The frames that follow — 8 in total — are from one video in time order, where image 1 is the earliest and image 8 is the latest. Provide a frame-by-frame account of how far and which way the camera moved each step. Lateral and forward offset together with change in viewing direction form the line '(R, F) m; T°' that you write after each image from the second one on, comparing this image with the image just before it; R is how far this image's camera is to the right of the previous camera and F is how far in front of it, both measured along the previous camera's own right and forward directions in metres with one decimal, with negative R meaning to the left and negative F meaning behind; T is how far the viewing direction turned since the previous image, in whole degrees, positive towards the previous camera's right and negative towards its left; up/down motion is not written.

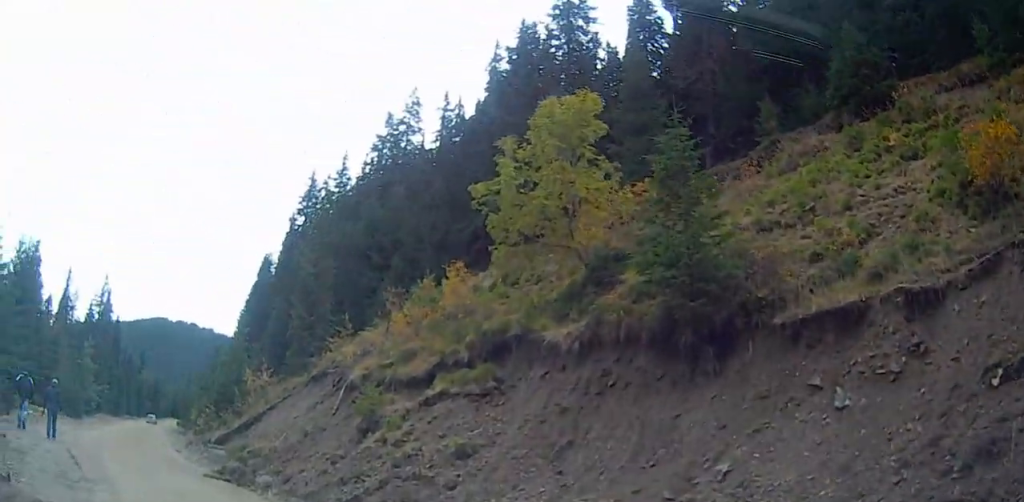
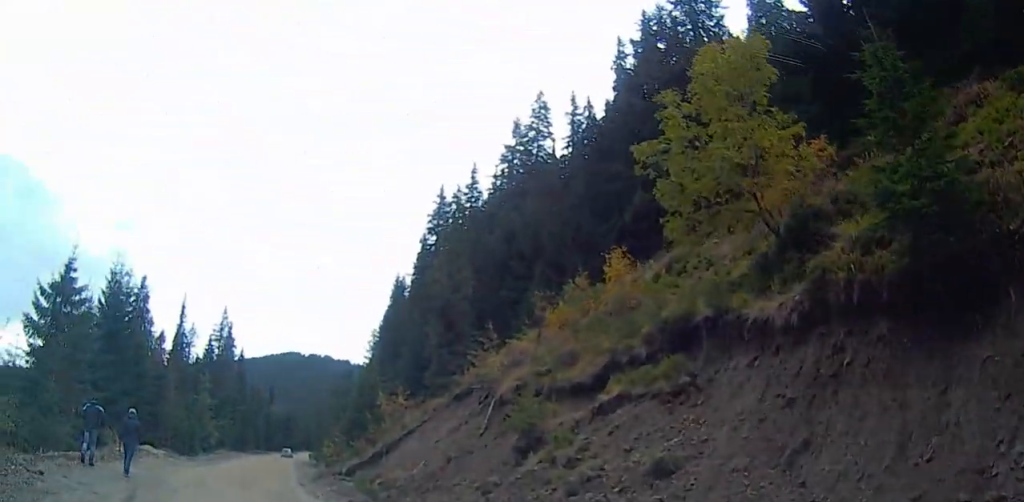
(+0.2, +2.6) m; -10°
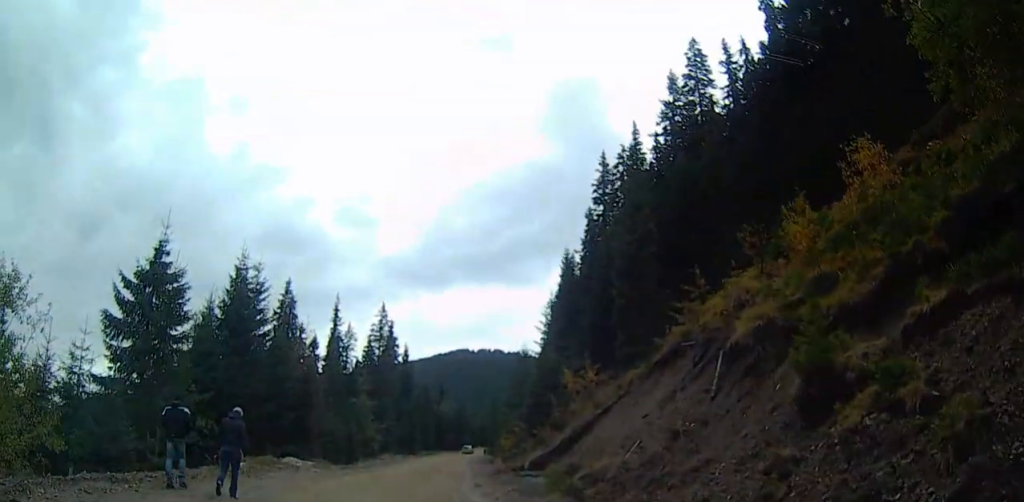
(-0.8, +3.9) m; -23°
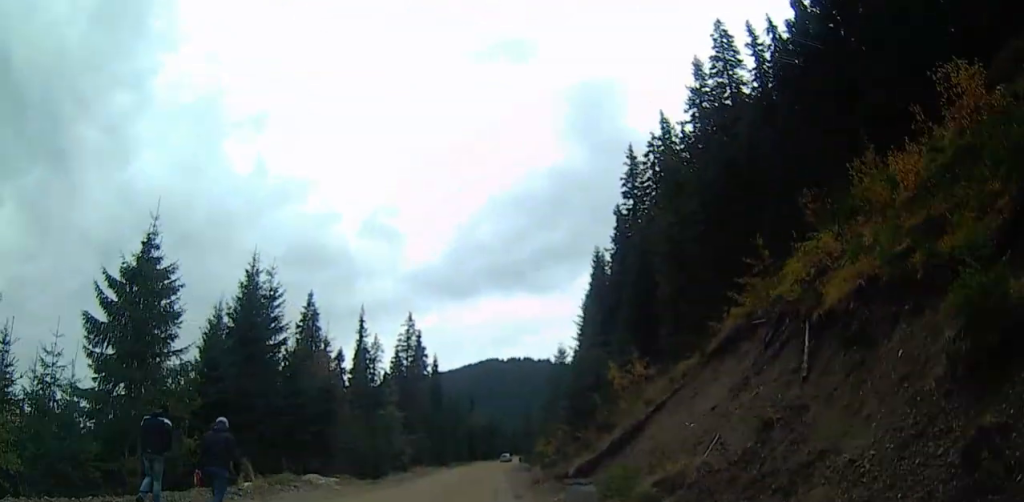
(0.0, +2.3) m; -13°
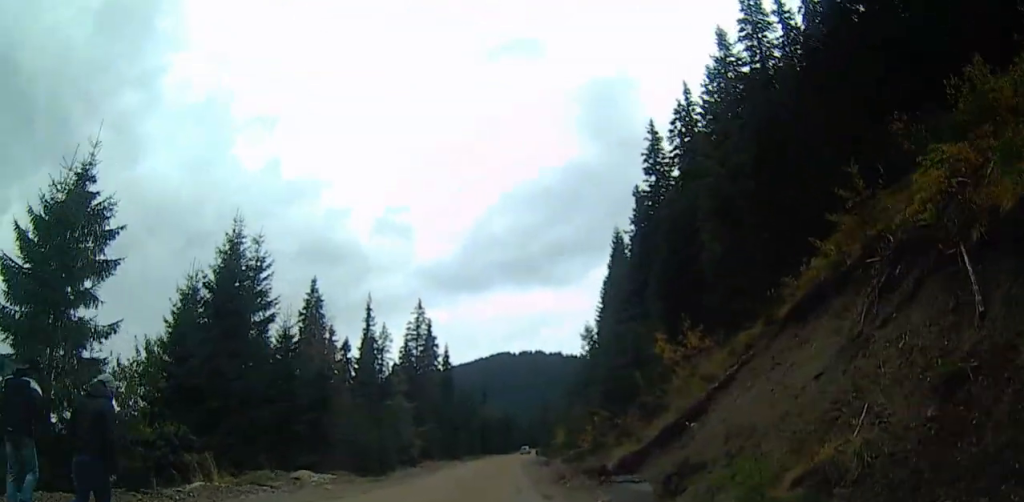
(-1.0, +5.3) m; -7°
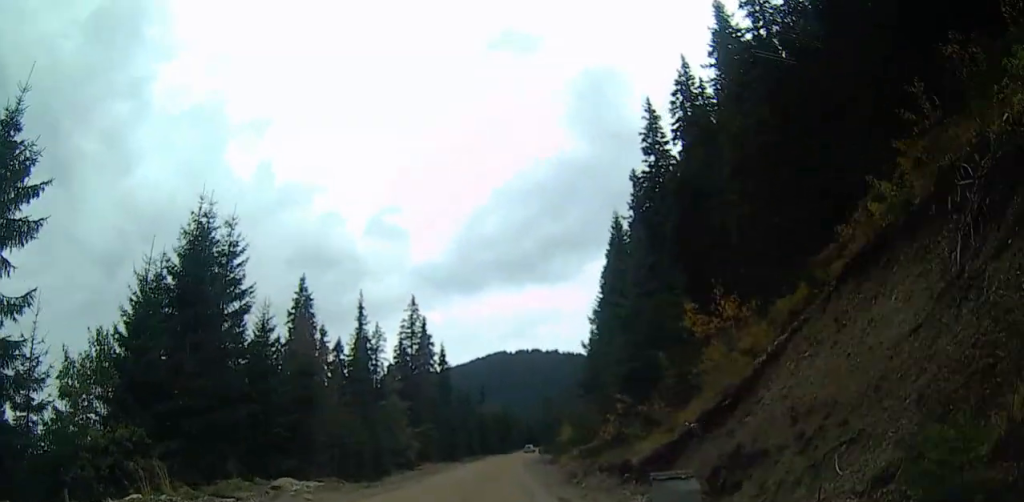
(-0.2, +3.7) m; -3°
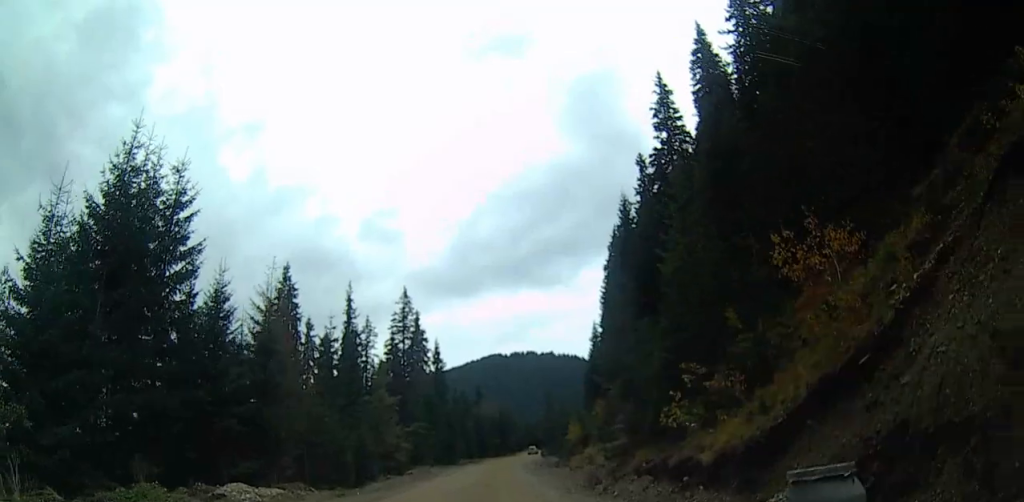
(0.0, +6.7) m; 0°
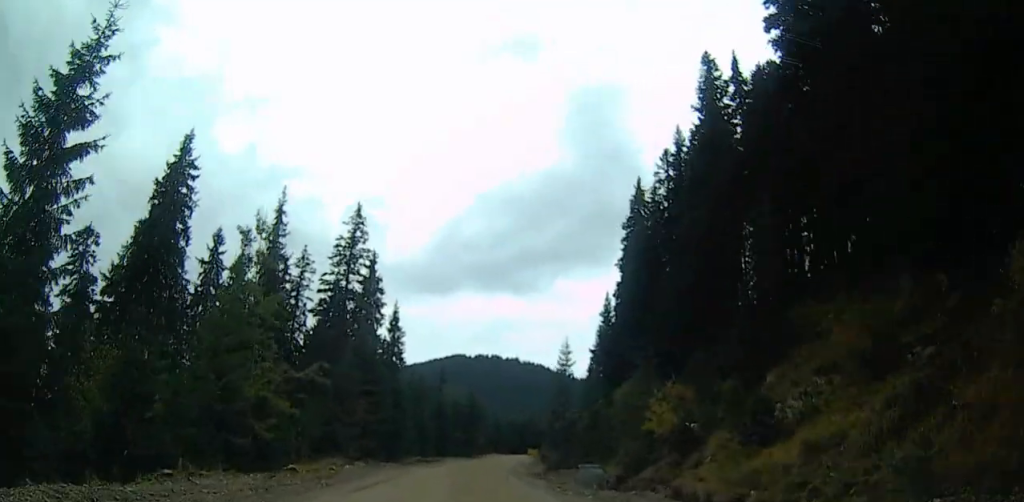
(+0.4, +27.1) m; +2°
